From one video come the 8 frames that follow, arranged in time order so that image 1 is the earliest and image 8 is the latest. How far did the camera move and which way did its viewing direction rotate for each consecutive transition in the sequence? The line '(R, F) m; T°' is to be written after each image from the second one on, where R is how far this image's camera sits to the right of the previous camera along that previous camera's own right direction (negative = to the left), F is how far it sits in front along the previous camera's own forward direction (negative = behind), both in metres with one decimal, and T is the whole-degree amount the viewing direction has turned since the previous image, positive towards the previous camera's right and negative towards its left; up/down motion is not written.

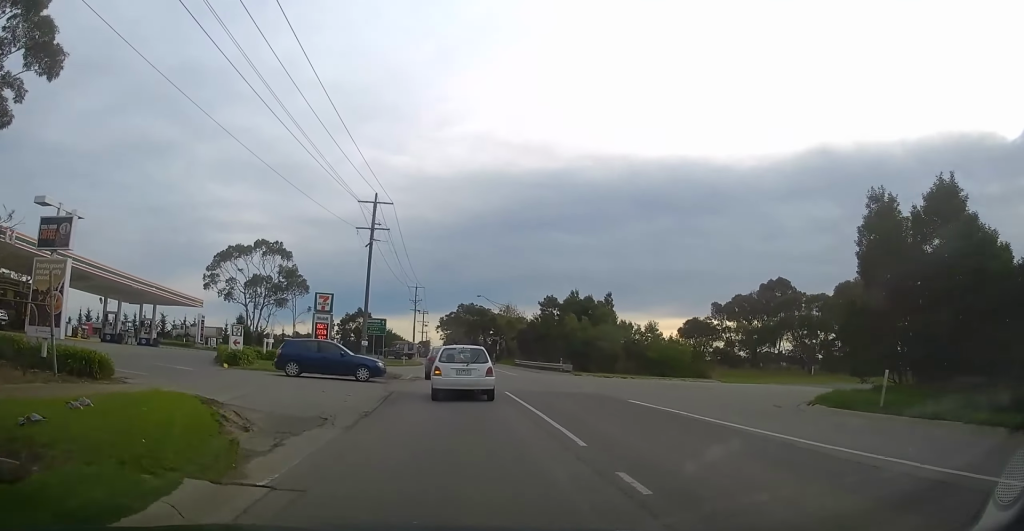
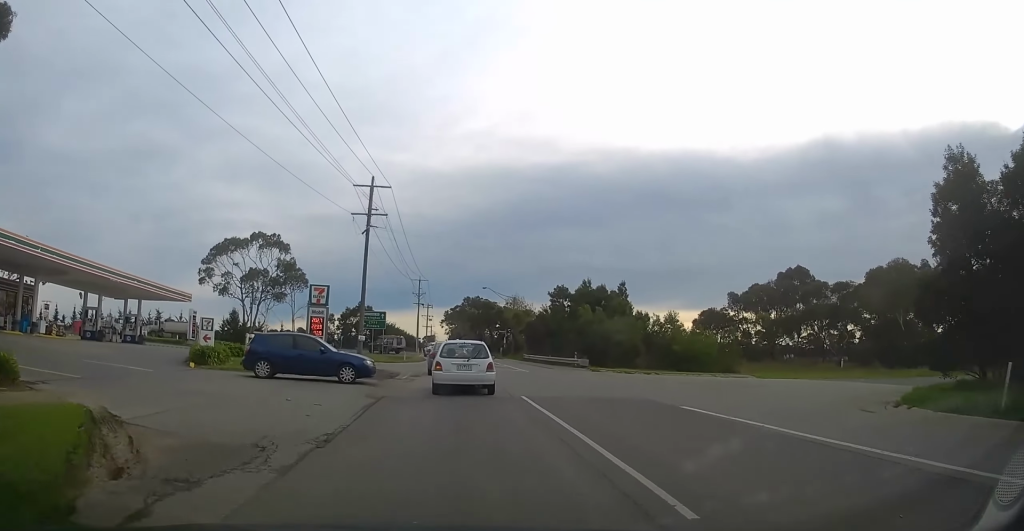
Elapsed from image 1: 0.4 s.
(-0.1, +4.2) m; -1°
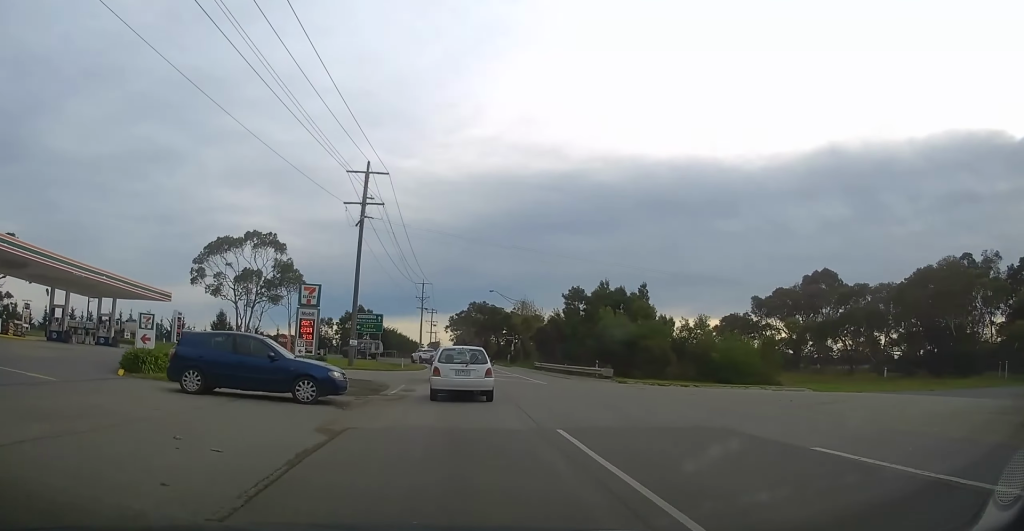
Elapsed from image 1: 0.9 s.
(0.0, +5.5) m; -2°
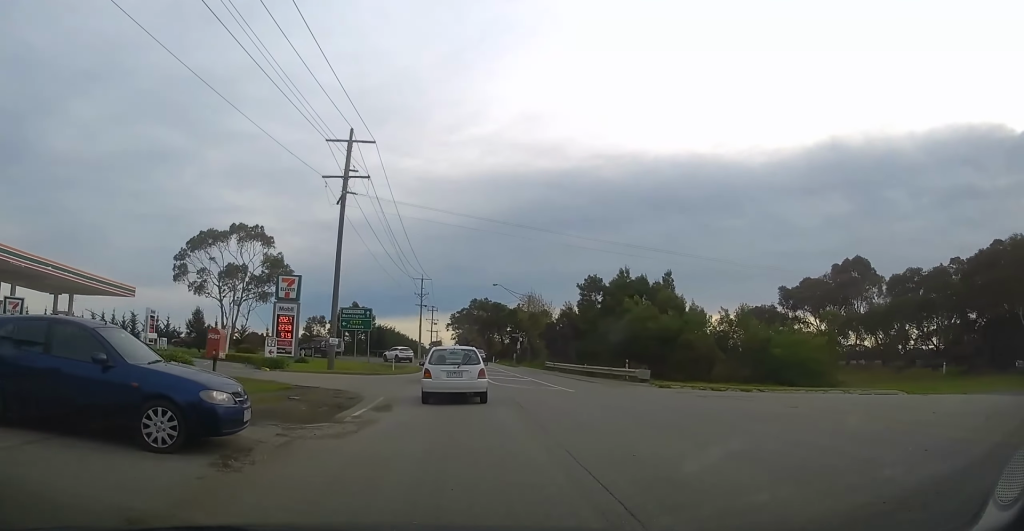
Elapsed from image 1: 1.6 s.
(-0.1, +6.8) m; 0°
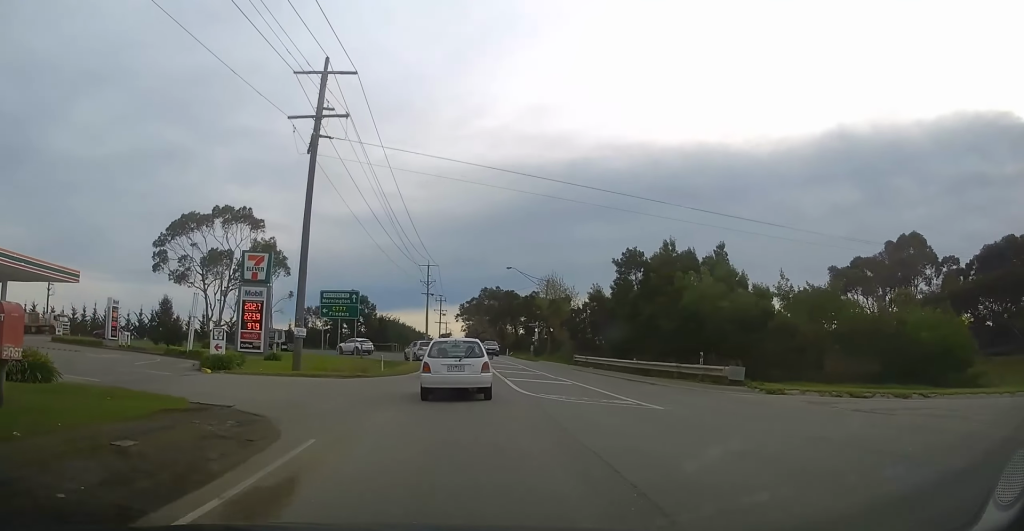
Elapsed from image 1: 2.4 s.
(0.0, +9.2) m; 0°
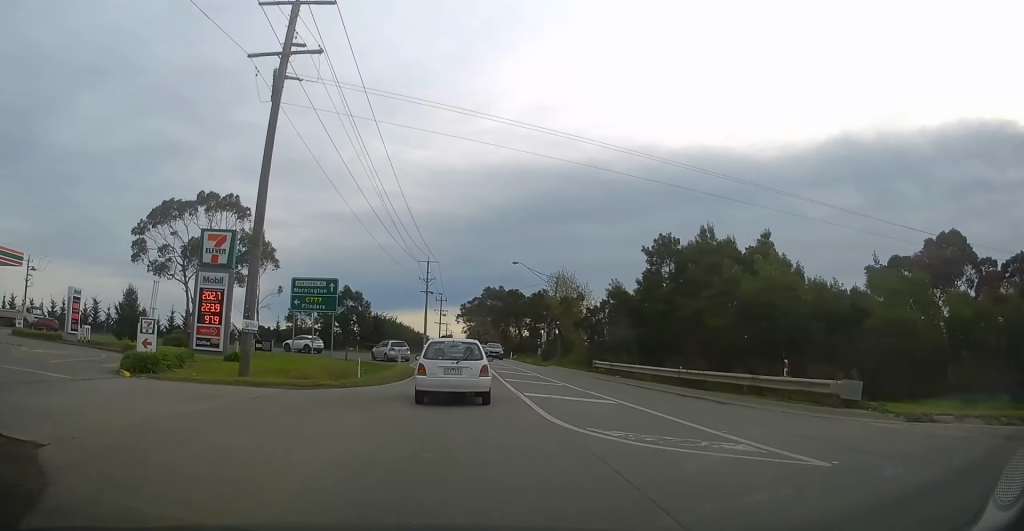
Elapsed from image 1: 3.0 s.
(+0.1, +6.7) m; 0°
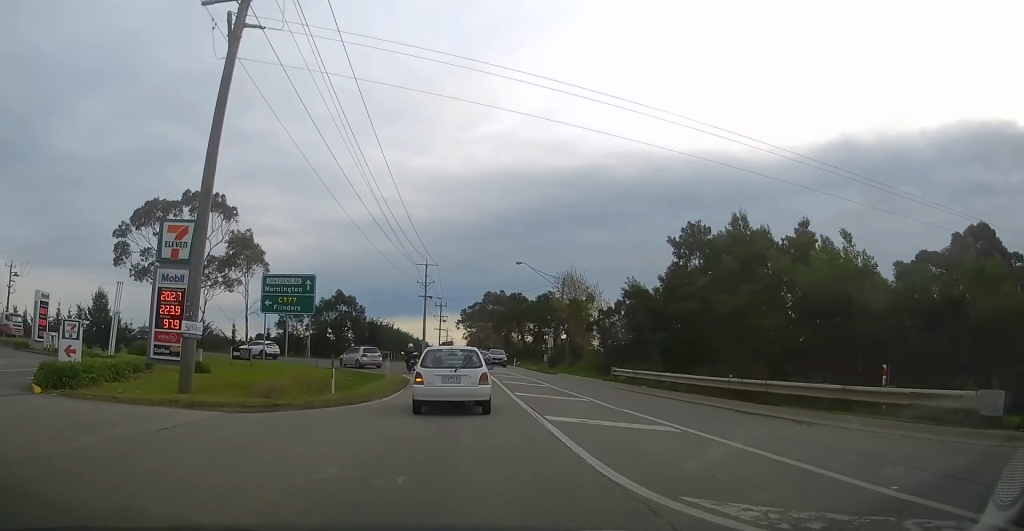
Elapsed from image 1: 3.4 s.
(-0.1, +4.7) m; -1°
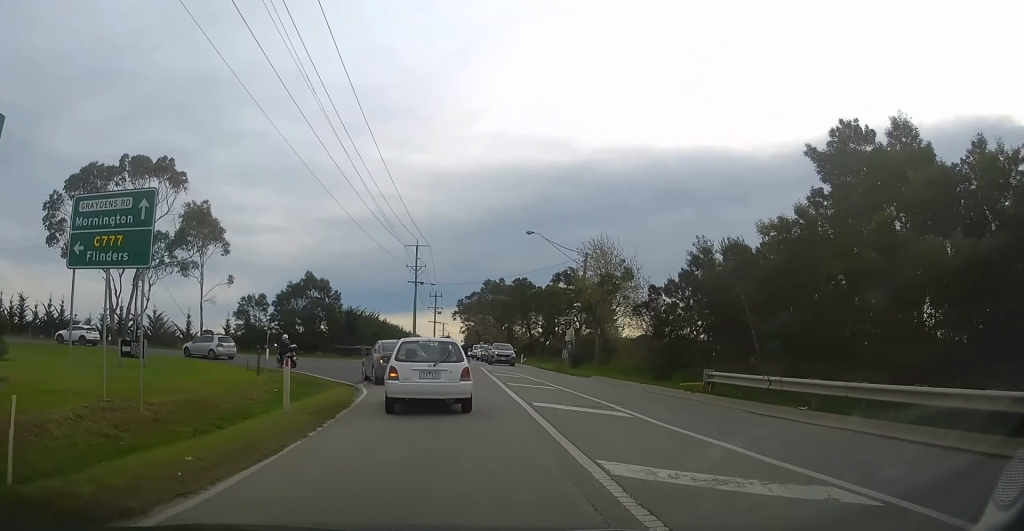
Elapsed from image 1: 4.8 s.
(-0.1, +13.5) m; -1°
